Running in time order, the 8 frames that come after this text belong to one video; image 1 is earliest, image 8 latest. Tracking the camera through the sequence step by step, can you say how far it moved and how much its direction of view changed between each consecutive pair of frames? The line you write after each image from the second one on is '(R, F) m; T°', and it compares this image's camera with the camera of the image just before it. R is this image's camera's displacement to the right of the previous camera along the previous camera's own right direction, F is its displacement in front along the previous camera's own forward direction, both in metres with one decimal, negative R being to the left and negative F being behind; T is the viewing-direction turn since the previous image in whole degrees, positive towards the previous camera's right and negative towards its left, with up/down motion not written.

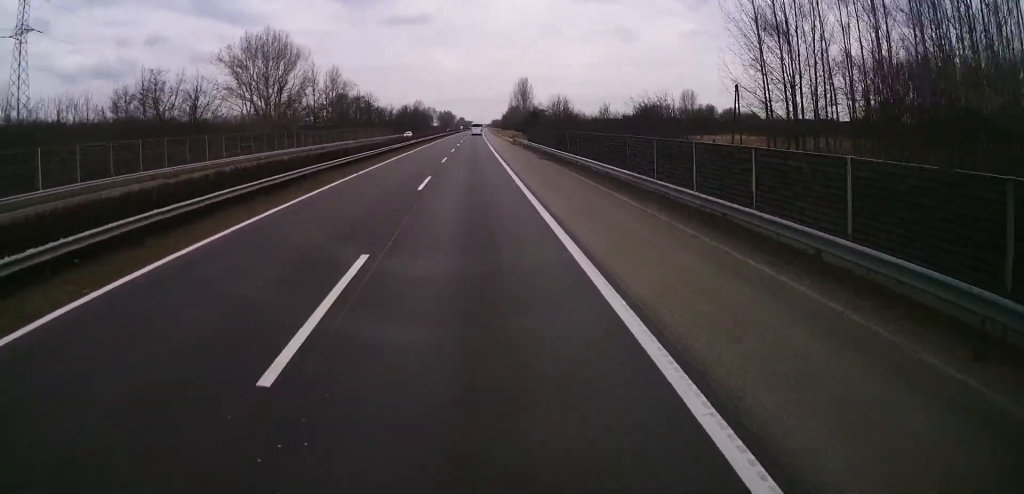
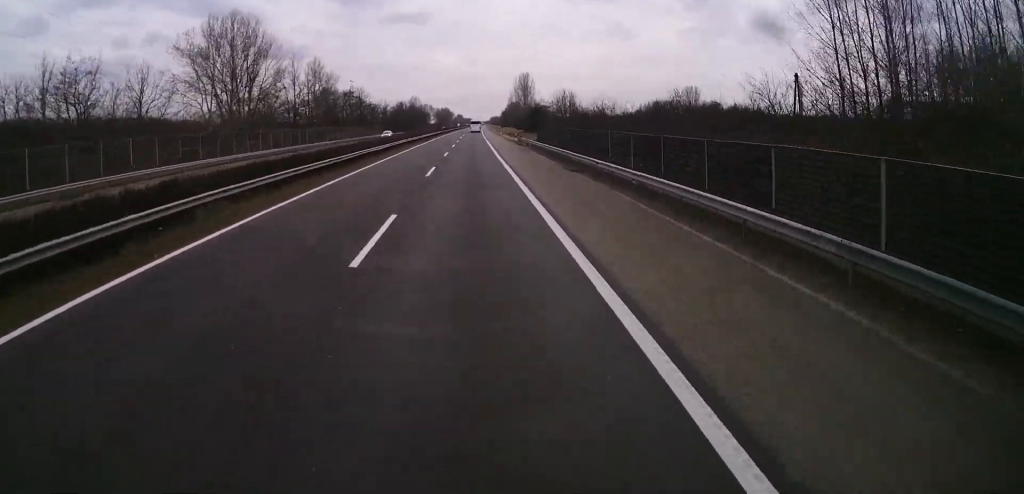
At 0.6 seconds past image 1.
(+0.1, +13.1) m; 0°
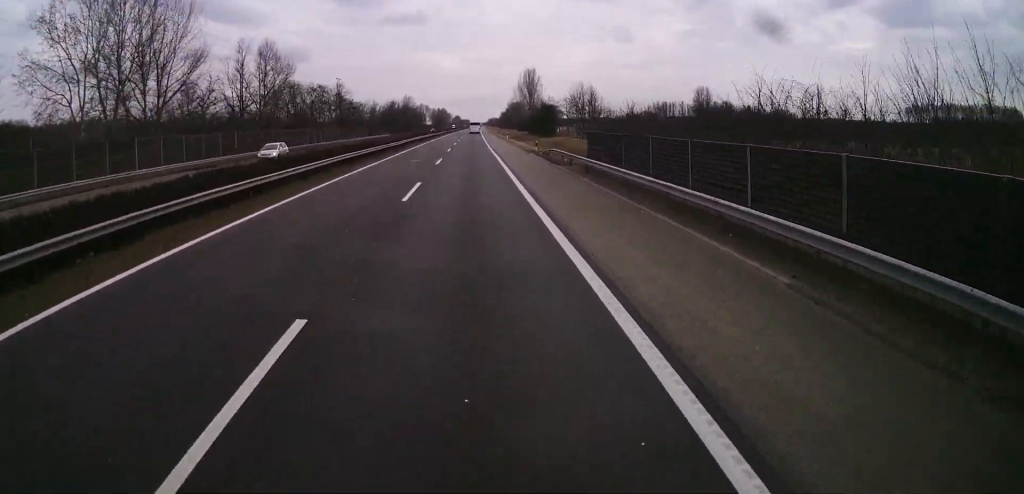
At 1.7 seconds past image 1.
(+0.2, +27.1) m; 0°
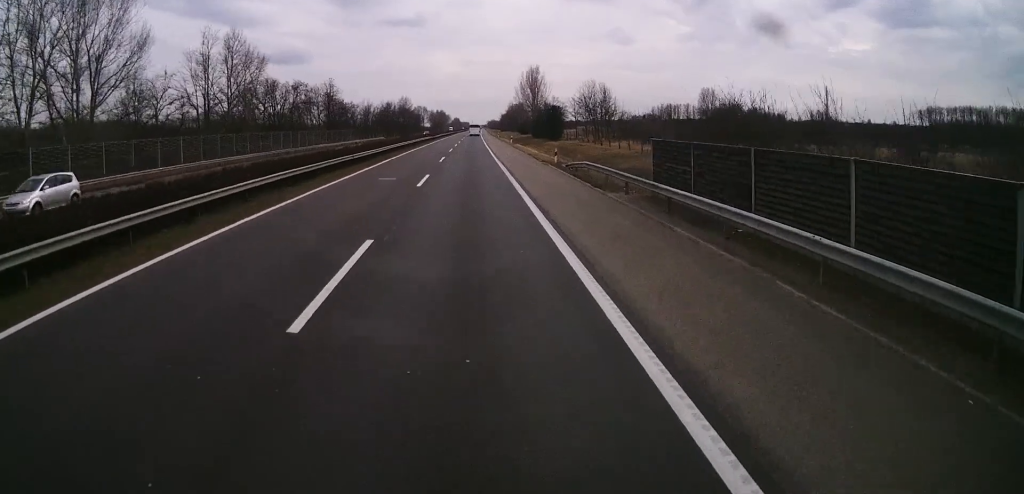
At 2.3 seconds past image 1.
(0.0, +12.4) m; 0°
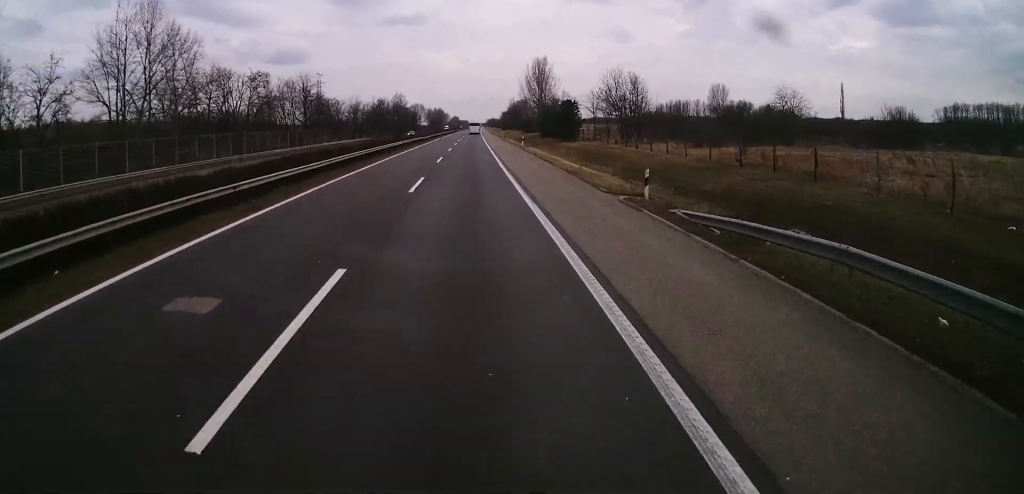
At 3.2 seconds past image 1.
(-0.1, +20.8) m; -1°
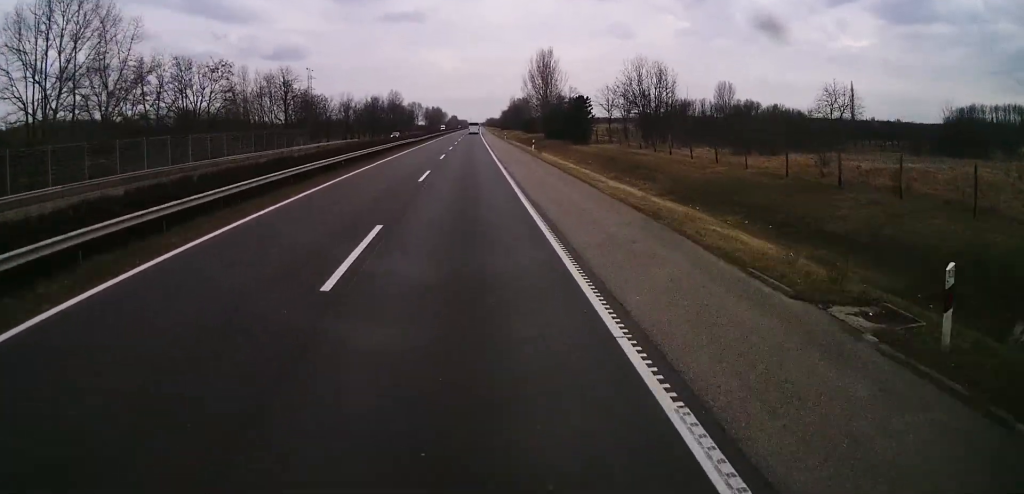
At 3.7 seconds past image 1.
(-0.2, +13.1) m; 0°
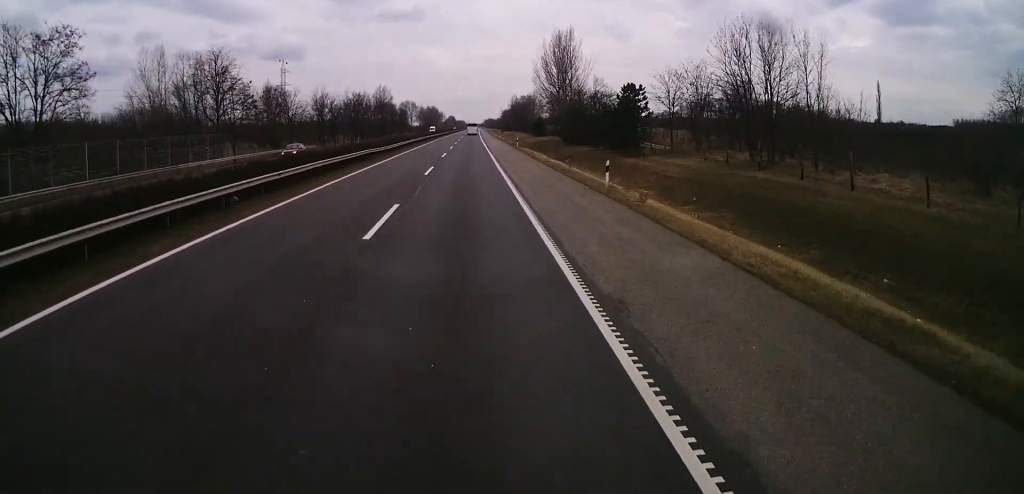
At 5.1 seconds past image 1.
(+0.4, +31.7) m; +1°
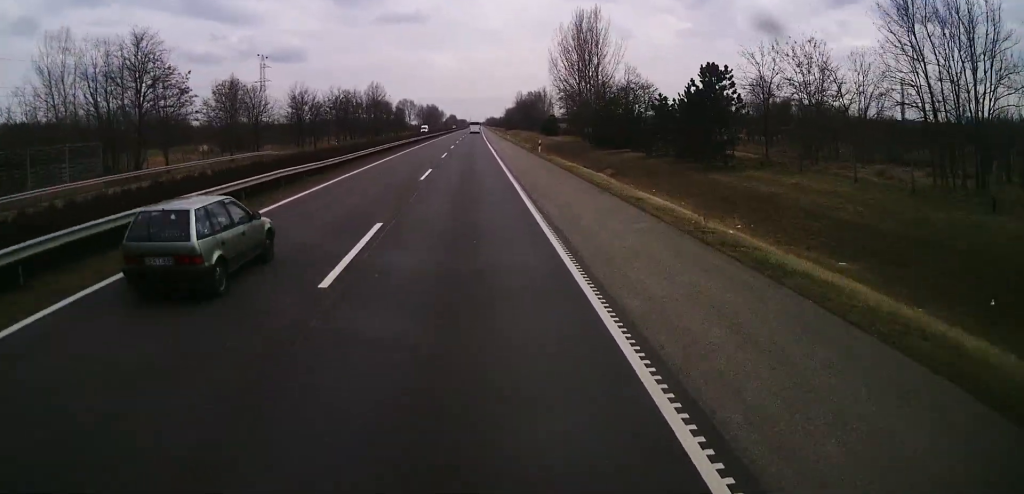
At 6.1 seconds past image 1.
(-0.2, +22.3) m; 0°
